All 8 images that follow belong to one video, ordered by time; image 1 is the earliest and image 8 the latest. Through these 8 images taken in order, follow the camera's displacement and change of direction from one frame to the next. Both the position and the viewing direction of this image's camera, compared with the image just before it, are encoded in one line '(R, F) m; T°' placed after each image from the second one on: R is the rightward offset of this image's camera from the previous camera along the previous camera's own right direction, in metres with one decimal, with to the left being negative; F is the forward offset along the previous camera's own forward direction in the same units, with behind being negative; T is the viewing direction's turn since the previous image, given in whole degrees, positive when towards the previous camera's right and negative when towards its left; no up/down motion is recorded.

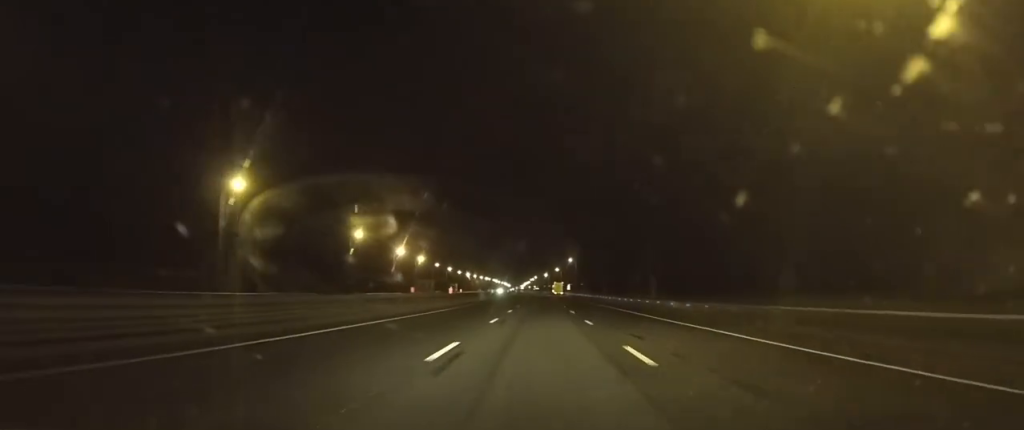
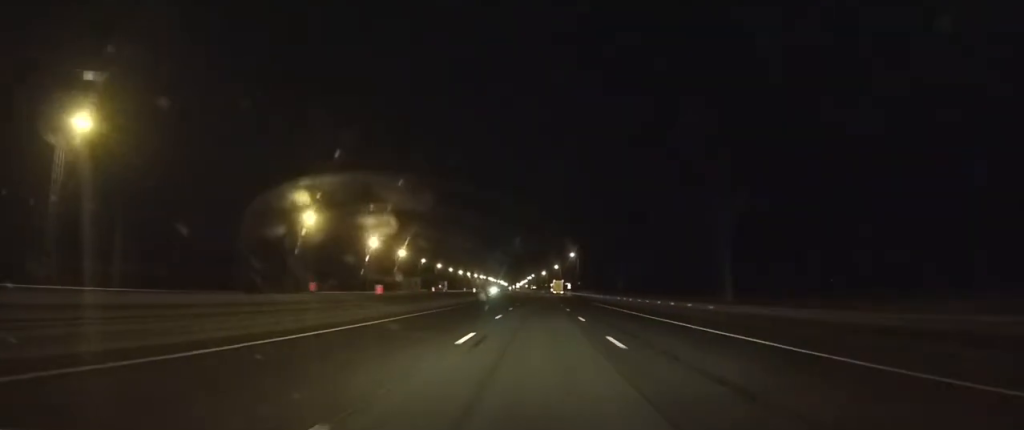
(0.0, +19.8) m; 0°
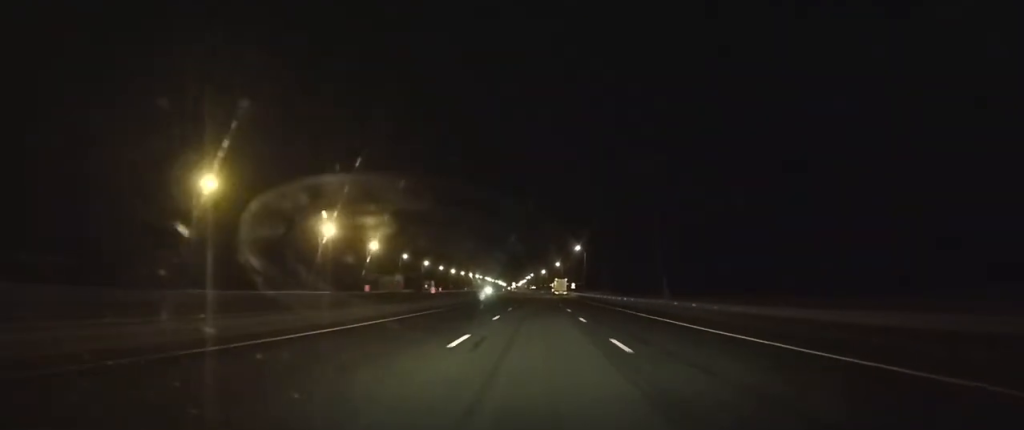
(0.0, +25.6) m; 0°
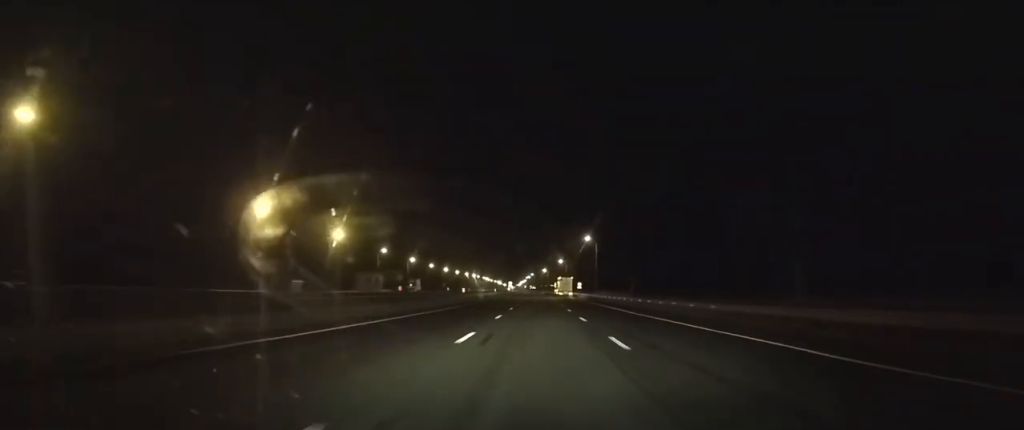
(0.0, +25.0) m; 0°
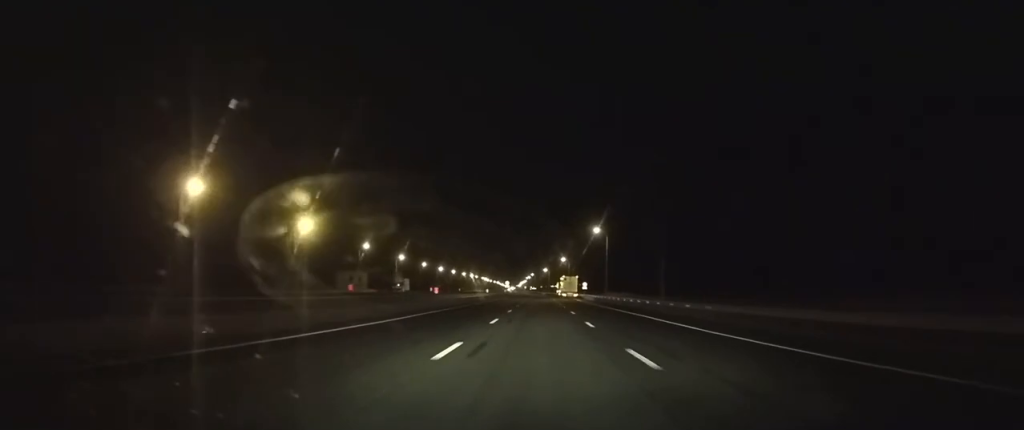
(0.0, +17.0) m; 0°
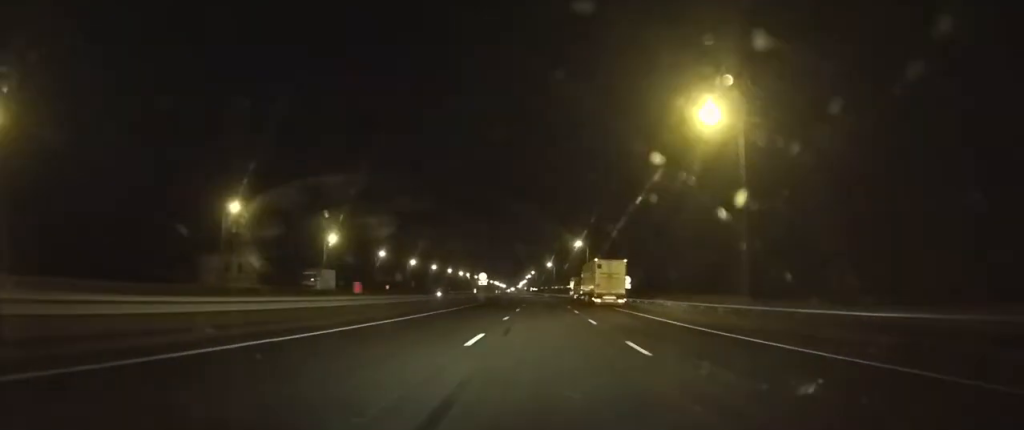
(0.0, +66.5) m; 0°
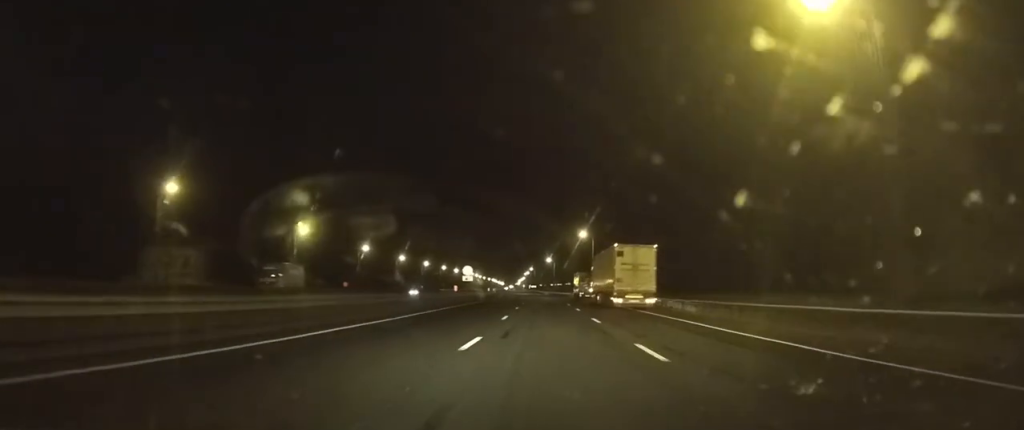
(0.0, +15.5) m; 0°
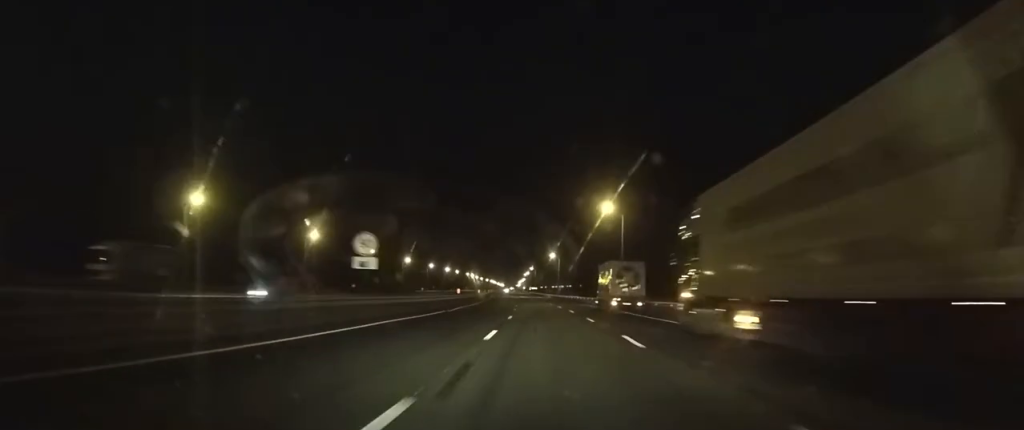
(0.0, +38.0) m; -1°
